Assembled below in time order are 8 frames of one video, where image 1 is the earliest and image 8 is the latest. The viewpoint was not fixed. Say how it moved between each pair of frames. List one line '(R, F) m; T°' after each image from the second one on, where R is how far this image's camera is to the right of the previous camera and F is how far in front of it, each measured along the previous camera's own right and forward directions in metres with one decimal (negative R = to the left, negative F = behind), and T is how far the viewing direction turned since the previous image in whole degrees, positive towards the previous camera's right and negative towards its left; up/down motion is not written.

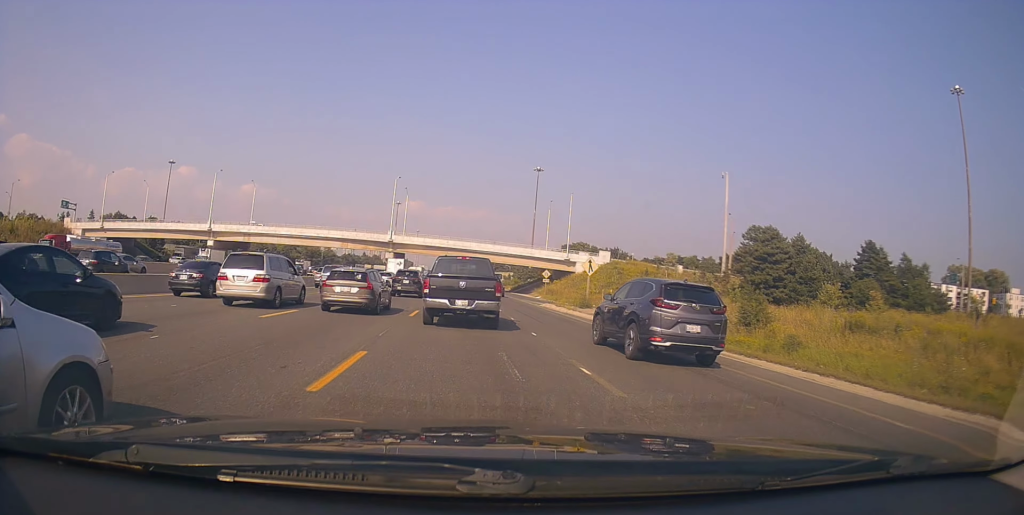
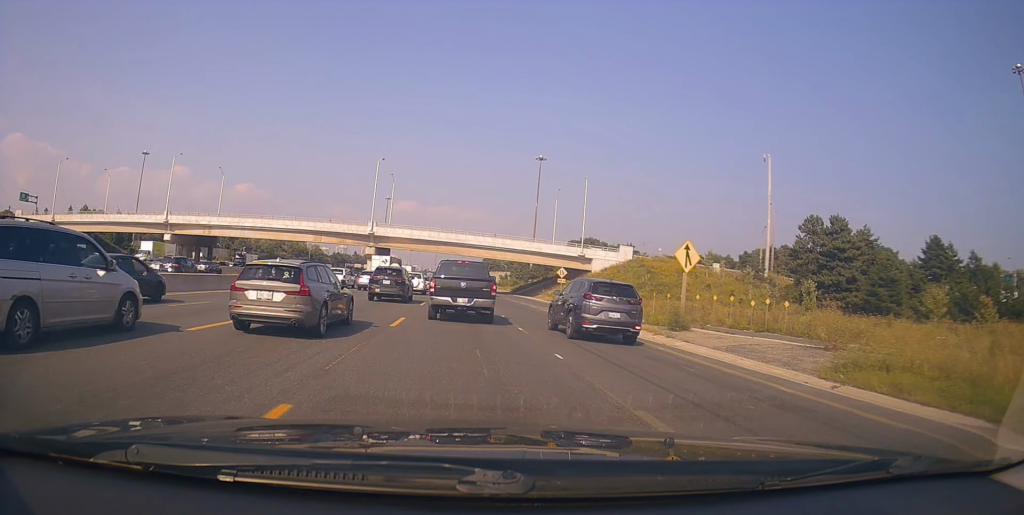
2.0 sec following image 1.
(+0.3, +15.0) m; +1°
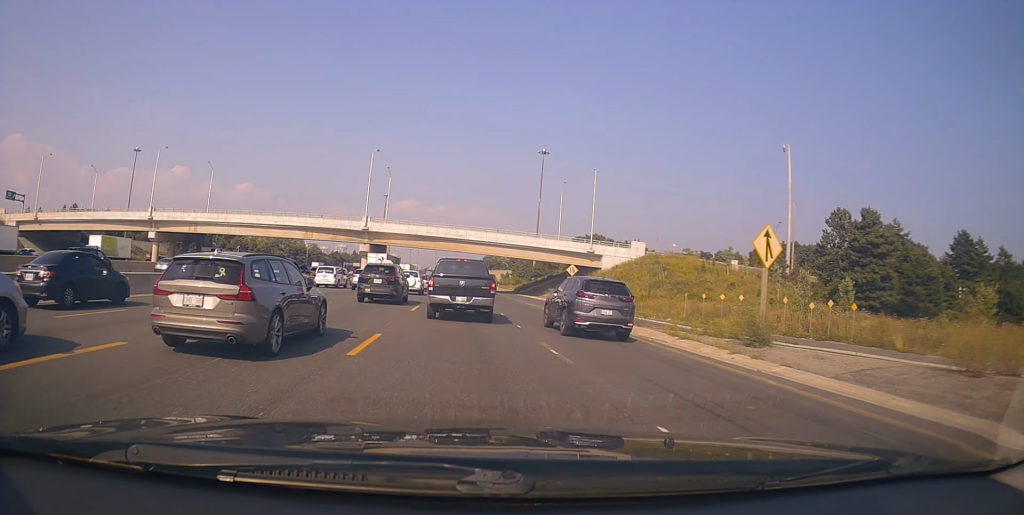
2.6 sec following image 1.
(0.0, +5.2) m; -1°
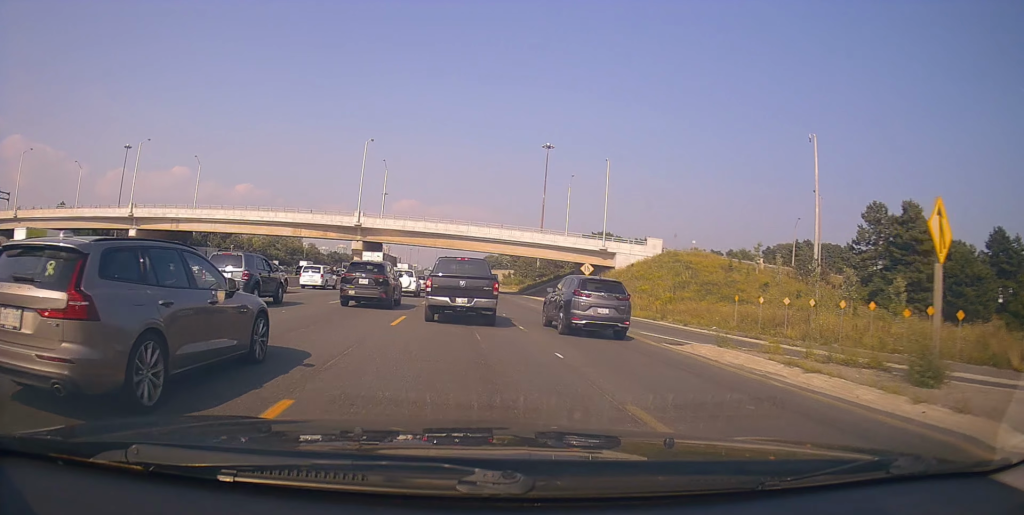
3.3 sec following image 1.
(-0.1, +6.4) m; +1°
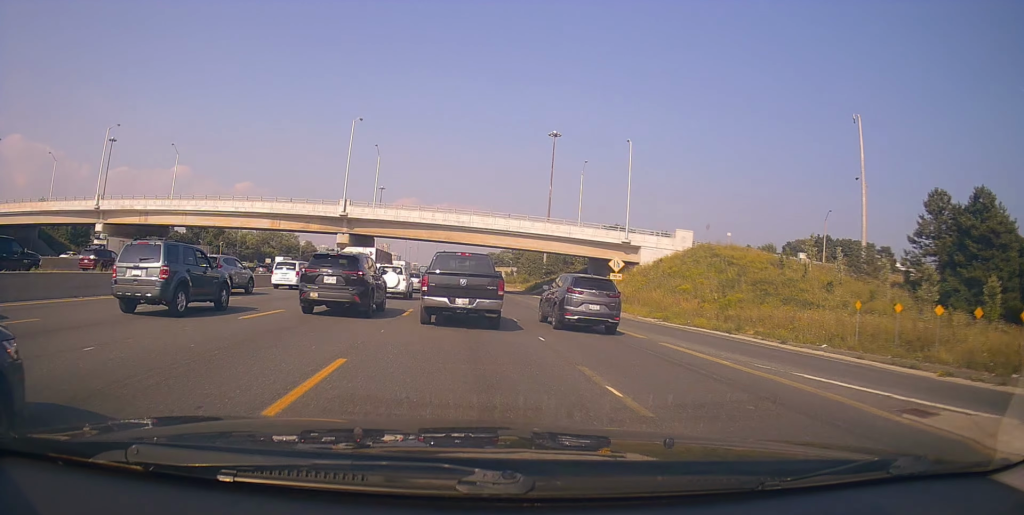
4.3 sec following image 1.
(+0.2, +10.1) m; +1°
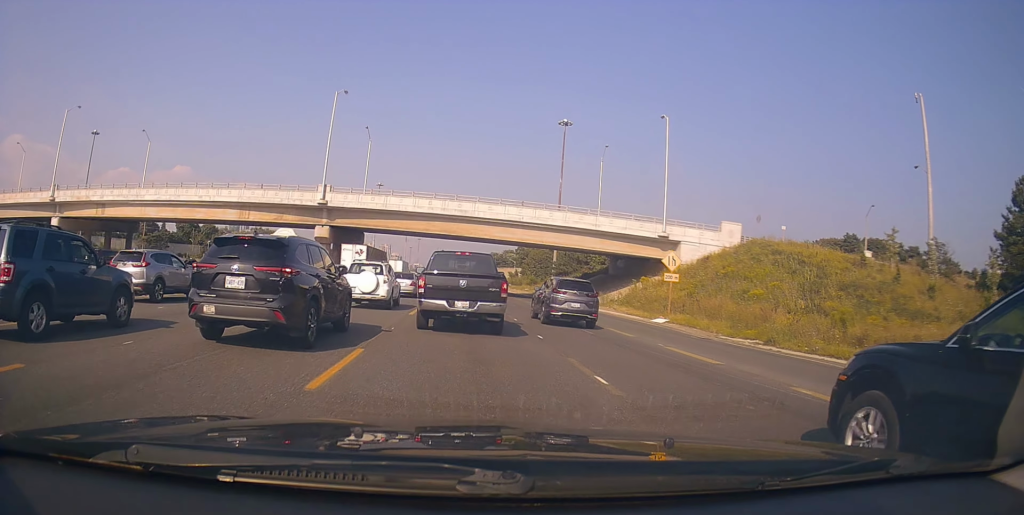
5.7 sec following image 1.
(-0.1, +12.1) m; -3°
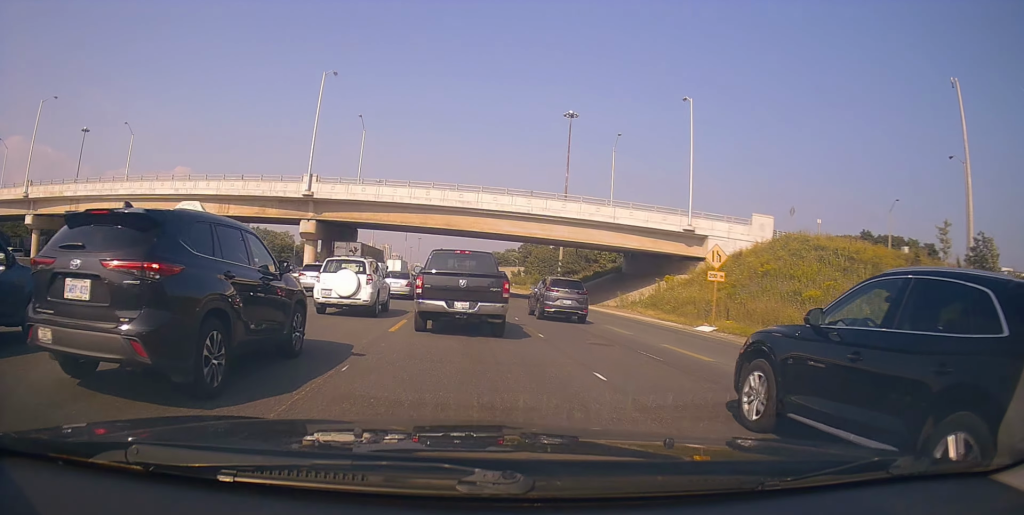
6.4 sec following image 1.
(-0.2, +5.9) m; 0°
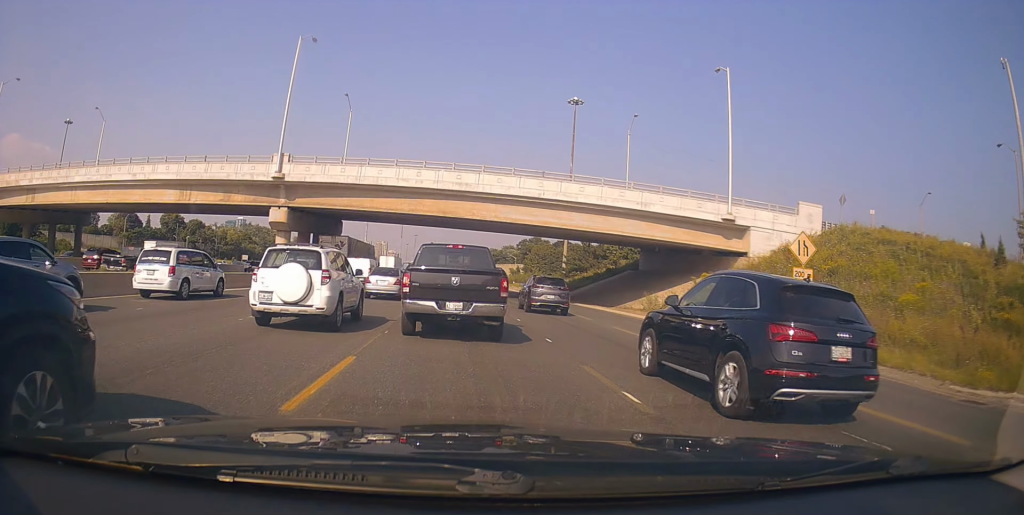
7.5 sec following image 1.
(+0.1, +8.3) m; +2°
